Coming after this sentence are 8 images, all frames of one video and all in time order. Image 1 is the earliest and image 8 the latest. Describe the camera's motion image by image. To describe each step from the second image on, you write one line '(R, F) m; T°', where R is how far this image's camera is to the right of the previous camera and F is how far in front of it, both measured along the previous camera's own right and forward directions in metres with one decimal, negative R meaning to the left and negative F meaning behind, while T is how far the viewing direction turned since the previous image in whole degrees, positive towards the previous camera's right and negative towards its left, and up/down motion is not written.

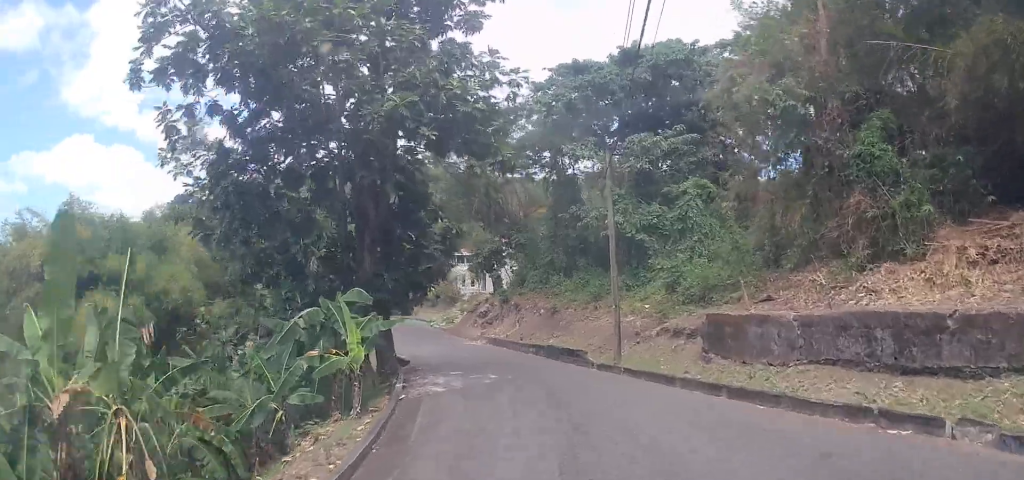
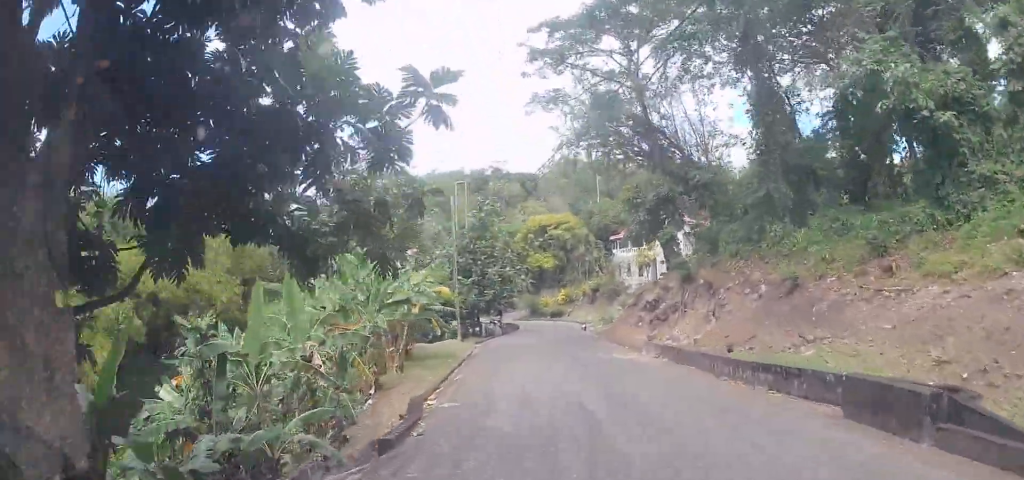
(-2.0, +18.7) m; -15°
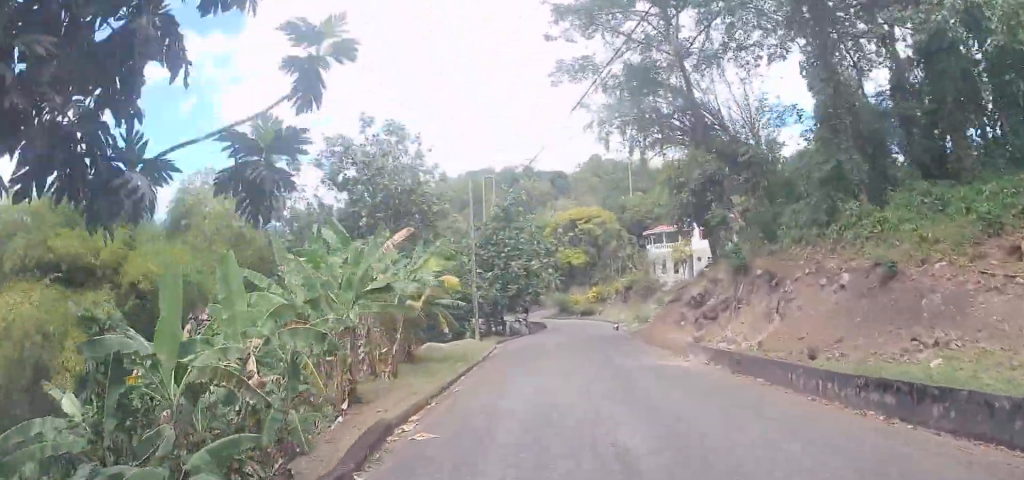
(-0.2, +4.1) m; -3°
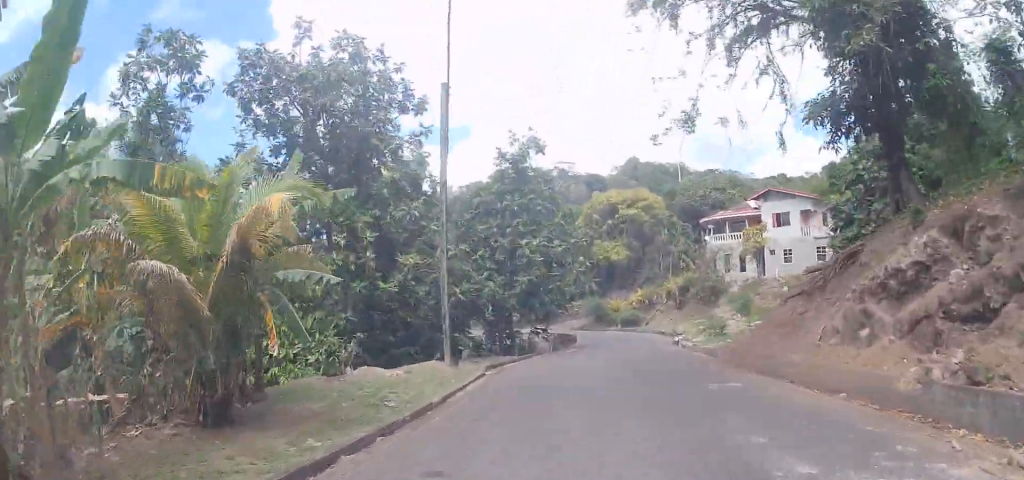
(-0.9, +14.2) m; -8°
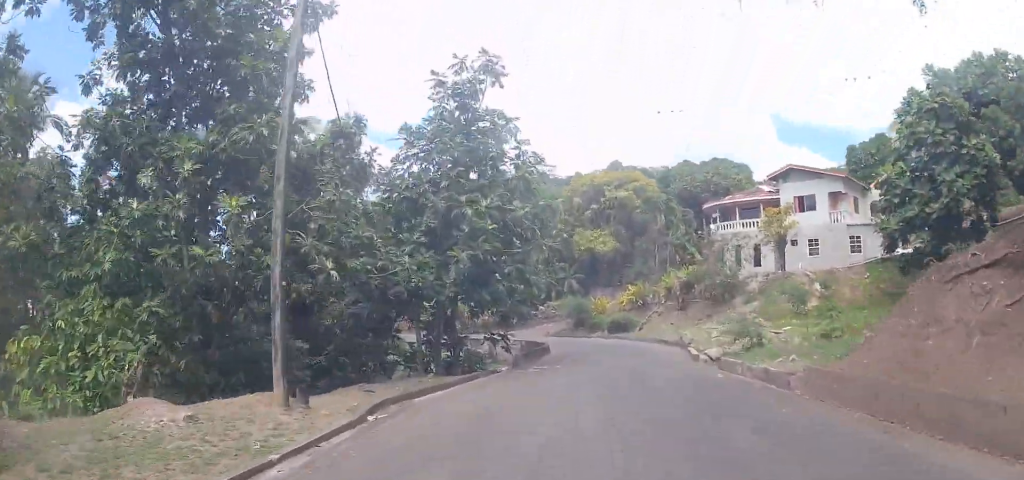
(0.0, +9.8) m; +1°
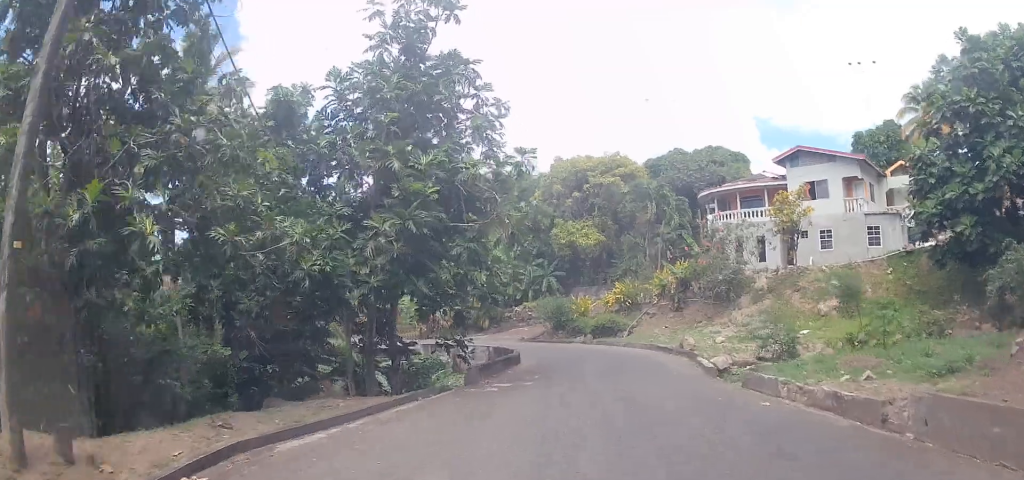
(+0.2, +5.3) m; +4°
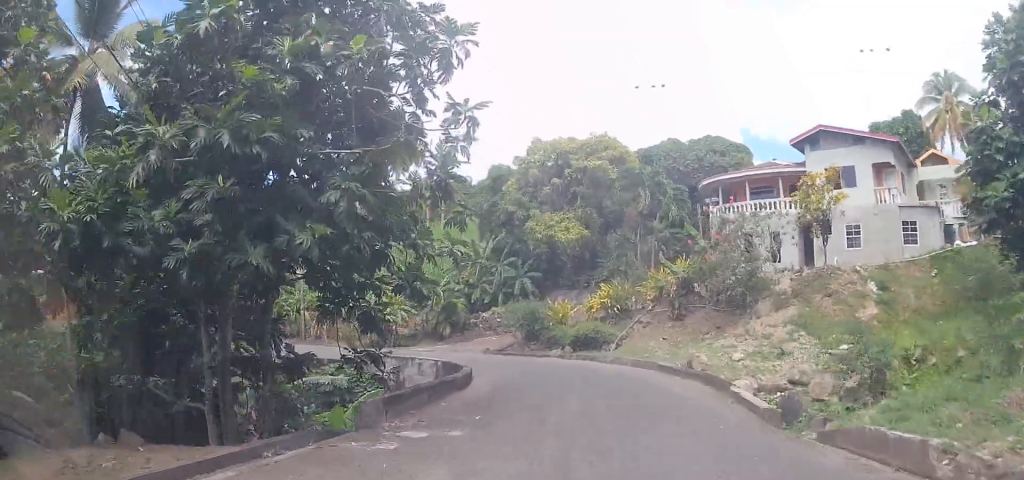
(-0.4, +6.5) m; +9°
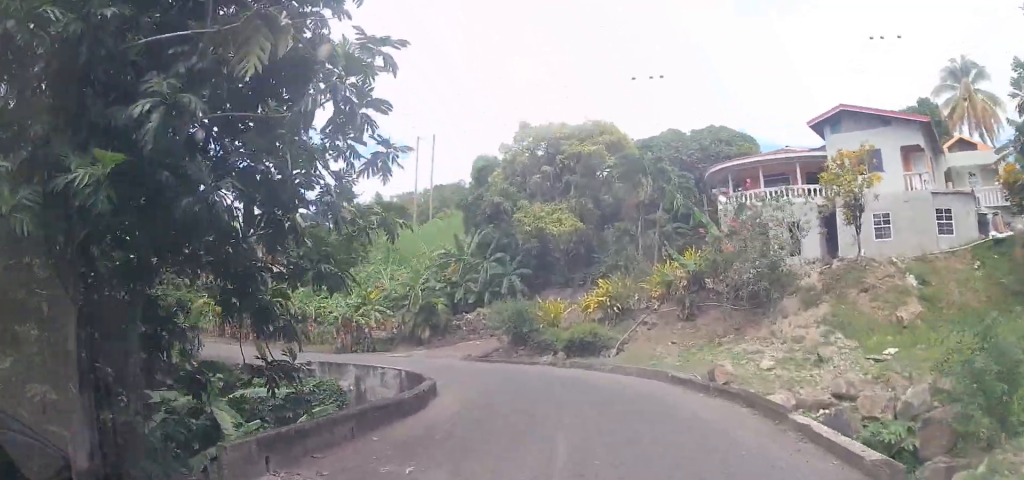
(+1.0, +3.6) m; +3°
